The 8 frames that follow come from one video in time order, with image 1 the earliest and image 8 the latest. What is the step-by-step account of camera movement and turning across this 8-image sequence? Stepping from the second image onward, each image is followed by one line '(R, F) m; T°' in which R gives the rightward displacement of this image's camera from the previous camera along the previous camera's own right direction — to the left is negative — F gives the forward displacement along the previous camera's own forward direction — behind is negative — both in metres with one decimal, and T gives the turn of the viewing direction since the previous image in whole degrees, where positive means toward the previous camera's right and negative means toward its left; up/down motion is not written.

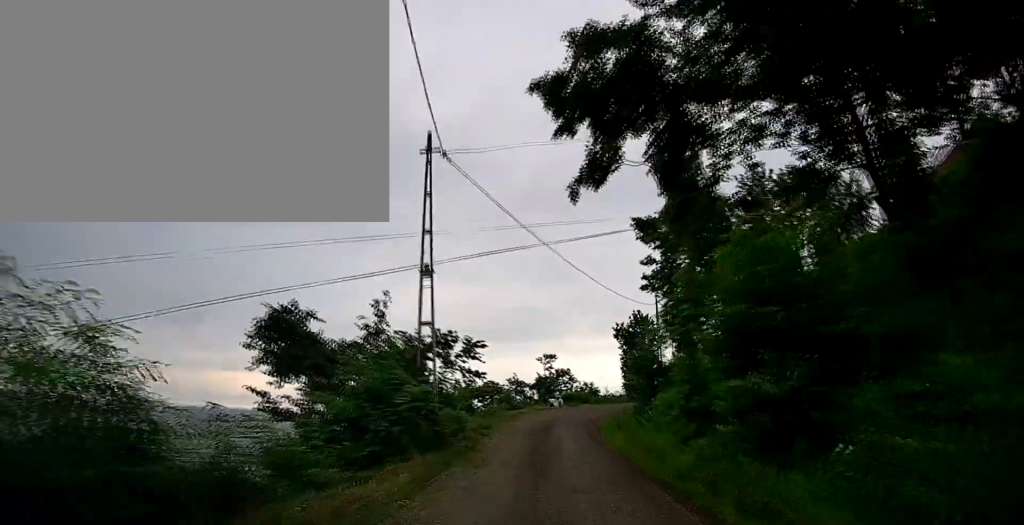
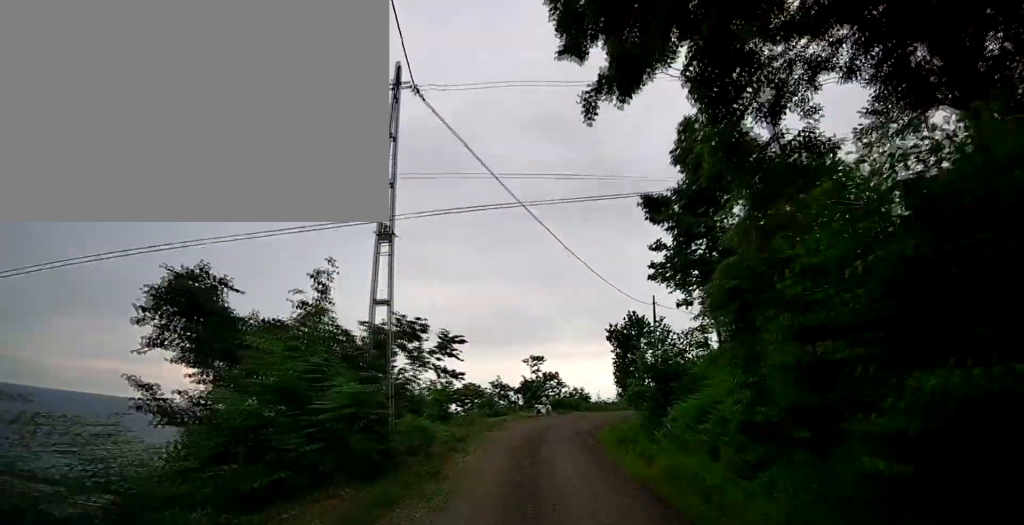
(0.0, +3.6) m; +2°
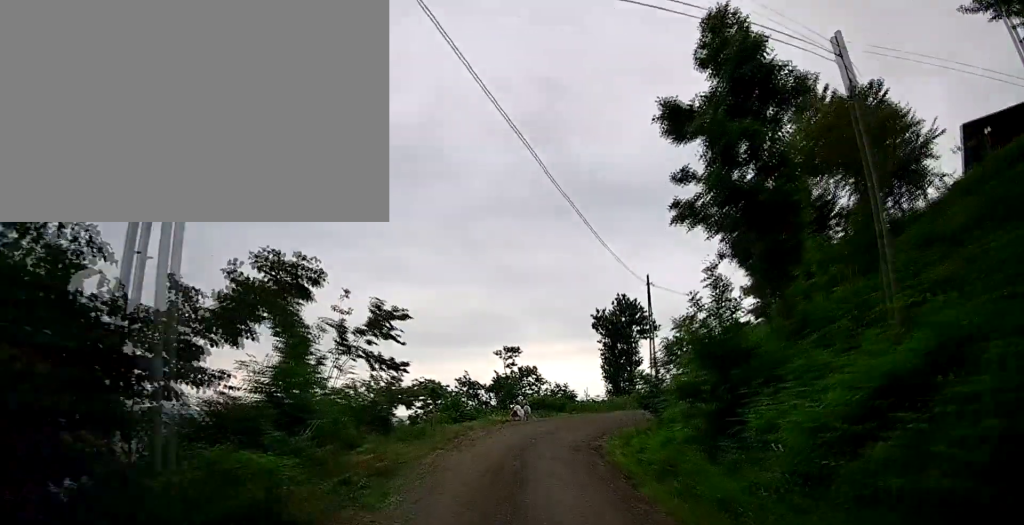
(+0.3, +6.6) m; +3°
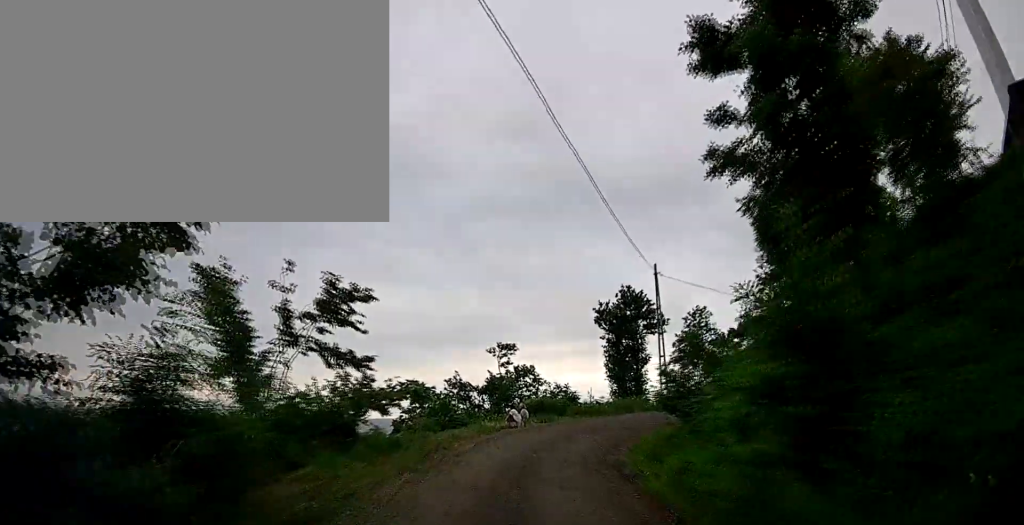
(0.0, +3.4) m; +1°
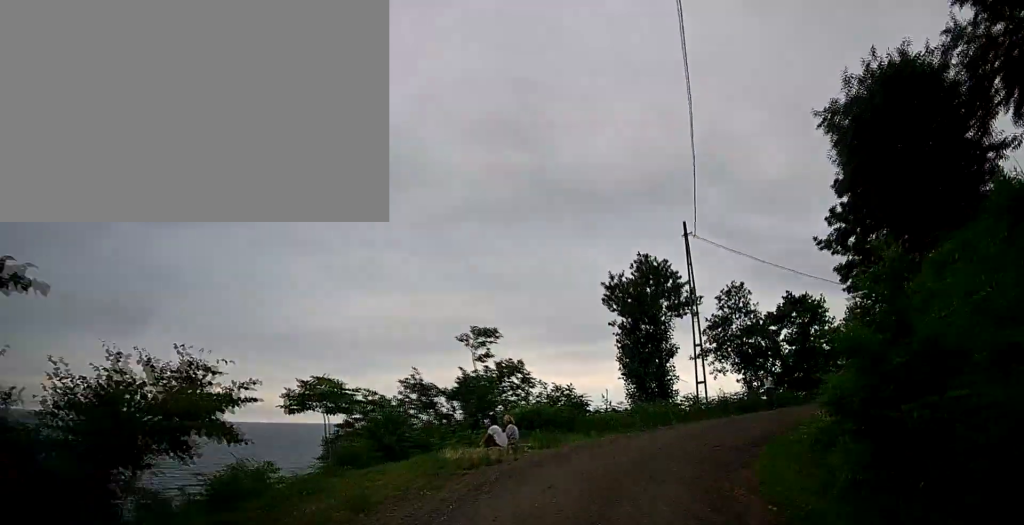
(+0.1, +8.7) m; +2°
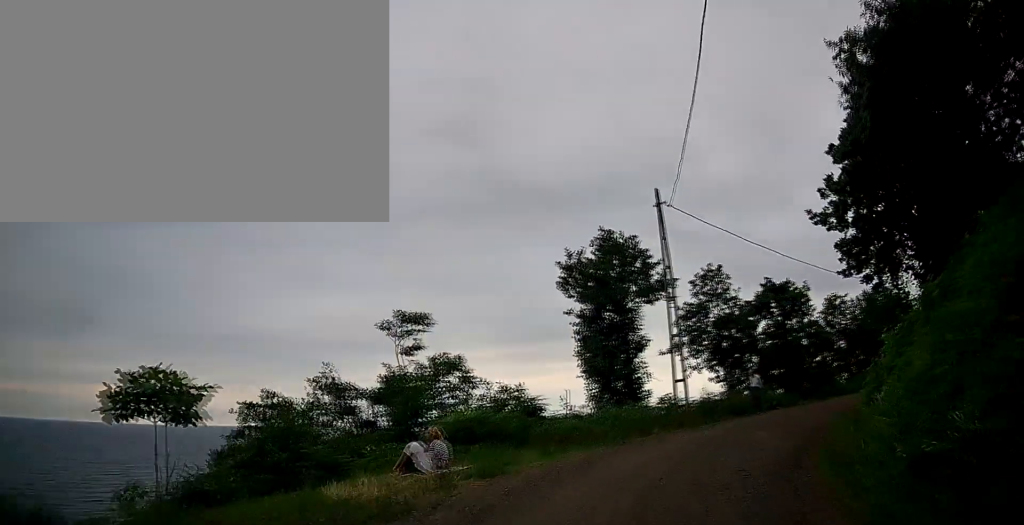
(0.0, +4.3) m; +4°
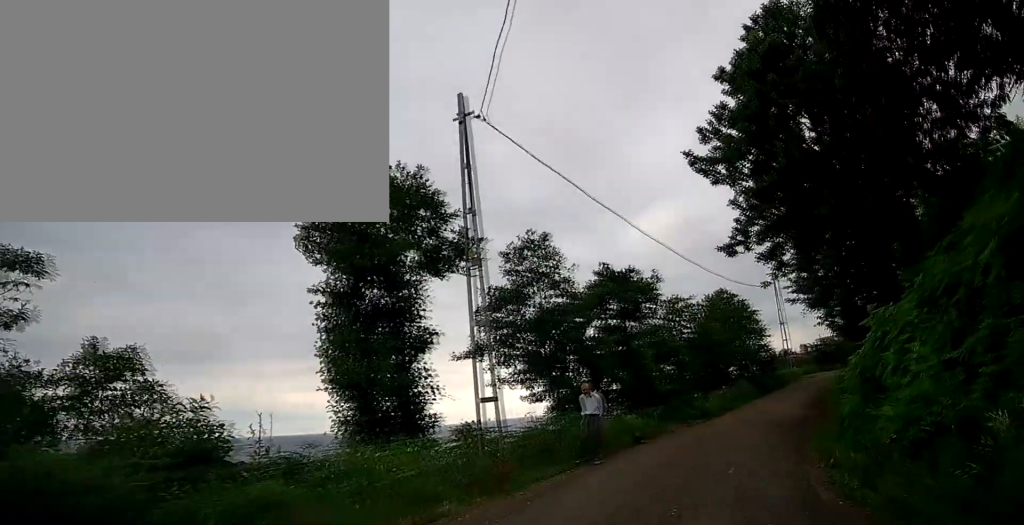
(+1.6, +7.9) m; +22°
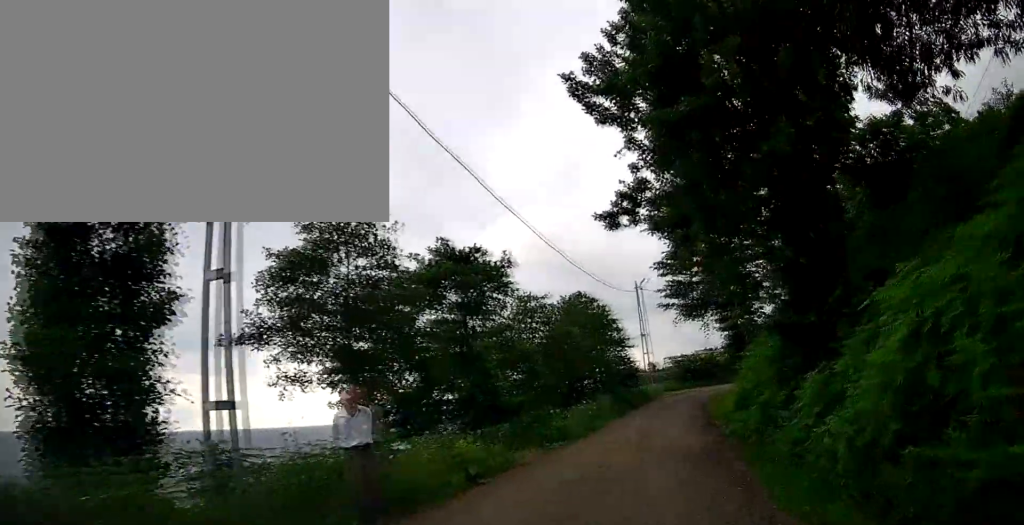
(+0.4, +4.7) m; +8°
